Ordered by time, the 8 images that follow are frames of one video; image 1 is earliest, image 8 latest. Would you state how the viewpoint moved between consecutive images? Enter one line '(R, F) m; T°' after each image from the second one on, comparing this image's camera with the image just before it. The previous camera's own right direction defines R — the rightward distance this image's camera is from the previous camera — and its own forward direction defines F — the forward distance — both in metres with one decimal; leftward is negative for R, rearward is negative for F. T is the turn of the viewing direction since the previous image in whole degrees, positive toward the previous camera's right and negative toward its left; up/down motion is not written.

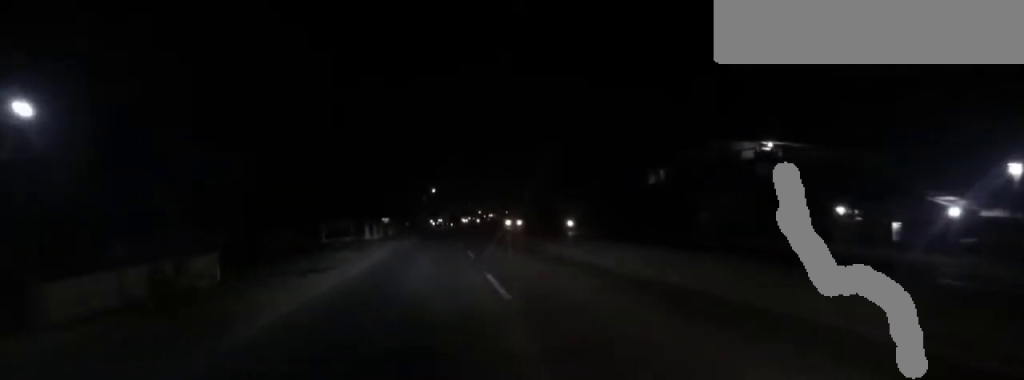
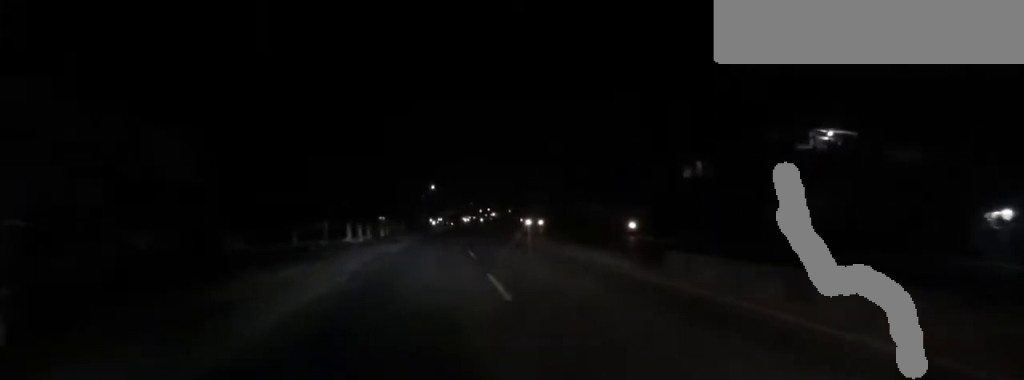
(+0.4, +8.7) m; 0°
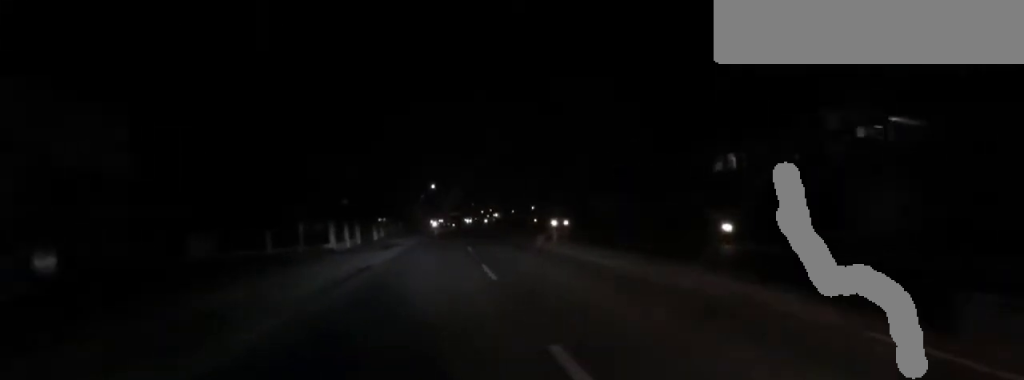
(-0.4, +5.8) m; -2°
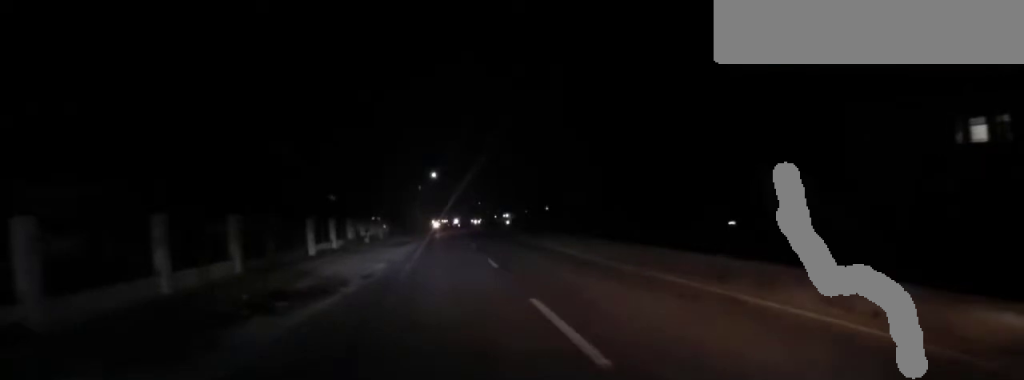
(-0.1, +23.8) m; +3°
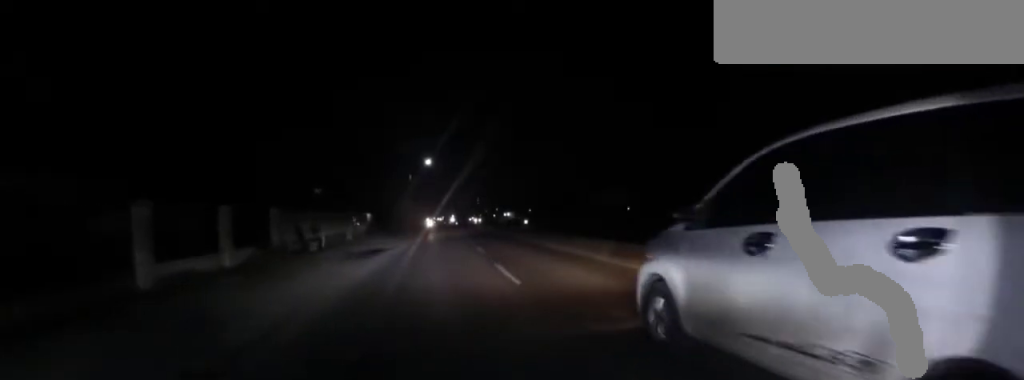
(+0.4, +13.6) m; +1°
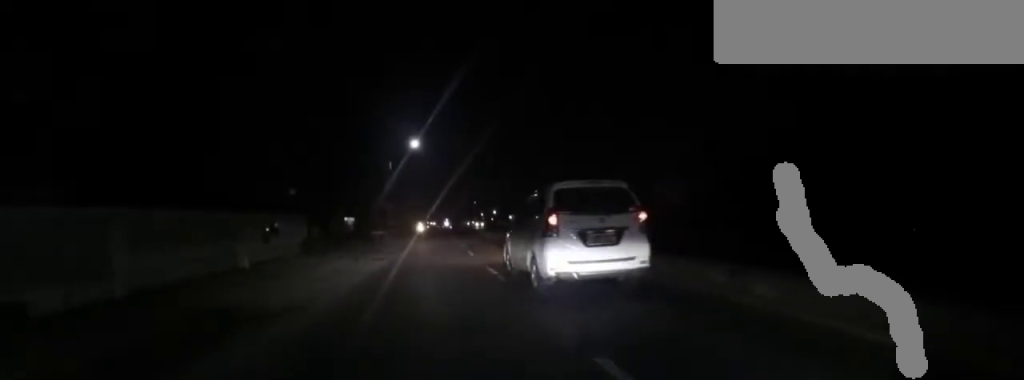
(+0.1, +16.5) m; 0°
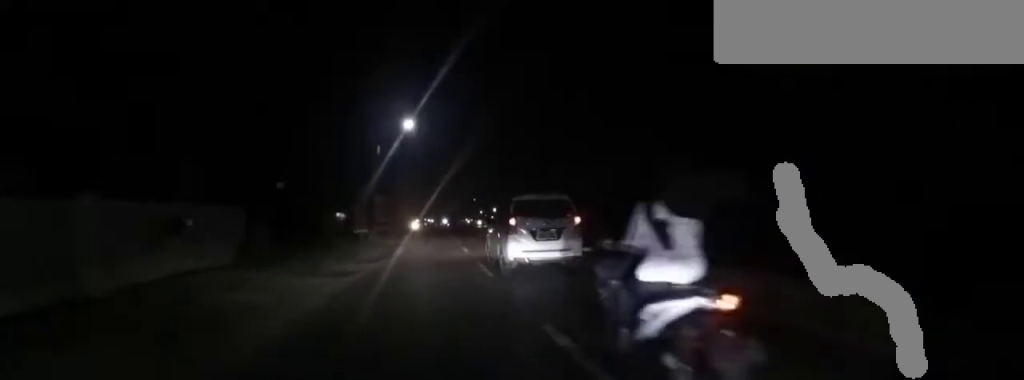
(+0.3, +7.2) m; -1°
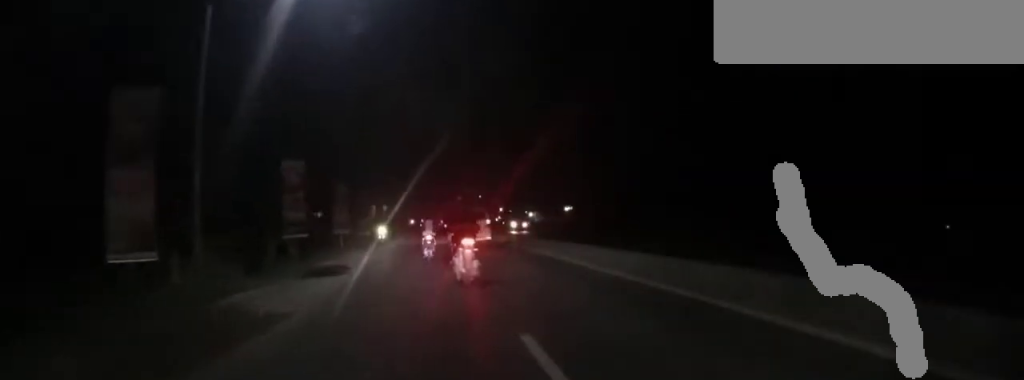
(-2.2, +25.5) m; -1°
